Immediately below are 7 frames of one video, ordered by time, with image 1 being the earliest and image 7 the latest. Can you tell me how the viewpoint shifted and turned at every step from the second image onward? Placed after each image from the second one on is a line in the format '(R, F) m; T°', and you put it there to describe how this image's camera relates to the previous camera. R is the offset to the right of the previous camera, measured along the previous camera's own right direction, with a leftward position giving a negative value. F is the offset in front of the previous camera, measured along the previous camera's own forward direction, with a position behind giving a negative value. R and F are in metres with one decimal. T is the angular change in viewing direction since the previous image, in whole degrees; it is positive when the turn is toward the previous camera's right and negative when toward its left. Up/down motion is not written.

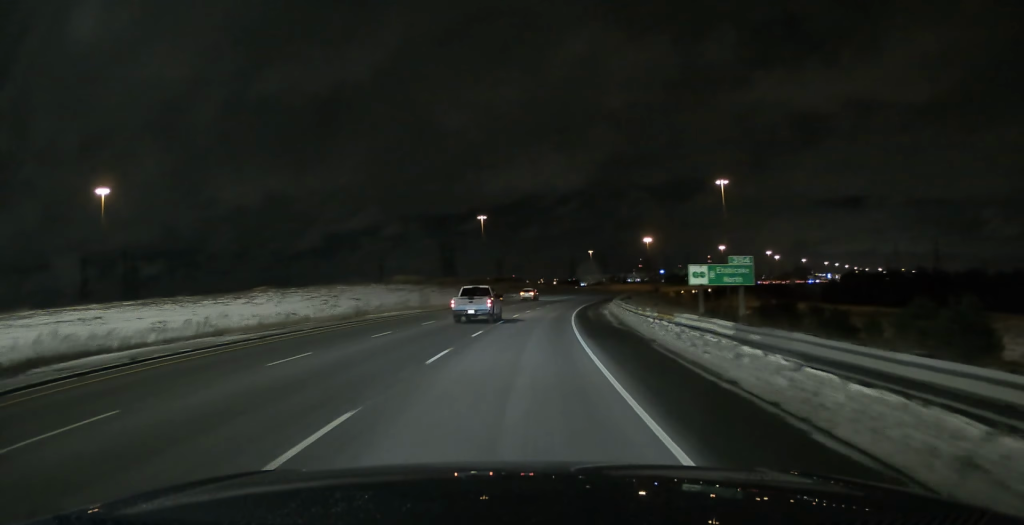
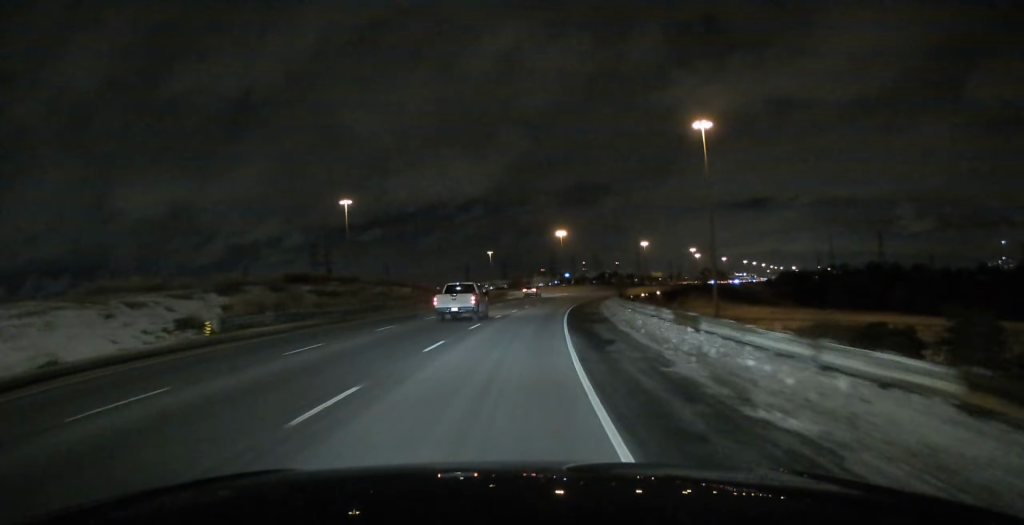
(+6.6, +78.2) m; +9°
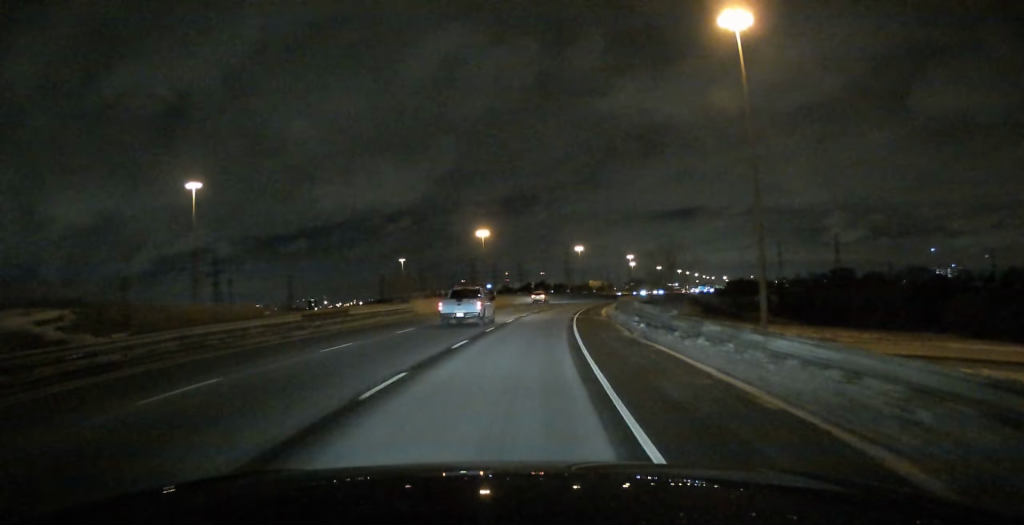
(+5.1, +61.2) m; +7°
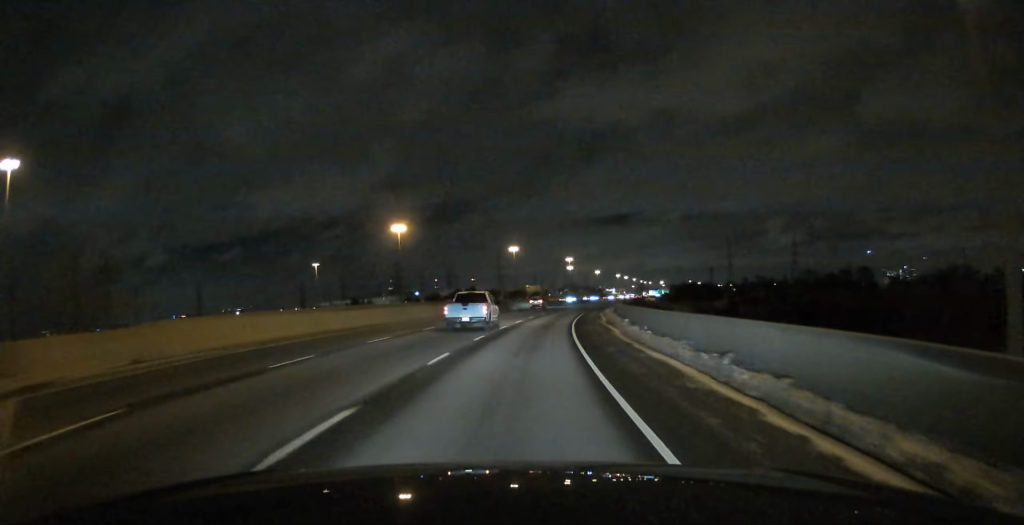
(+2.3, +48.4) m; +5°
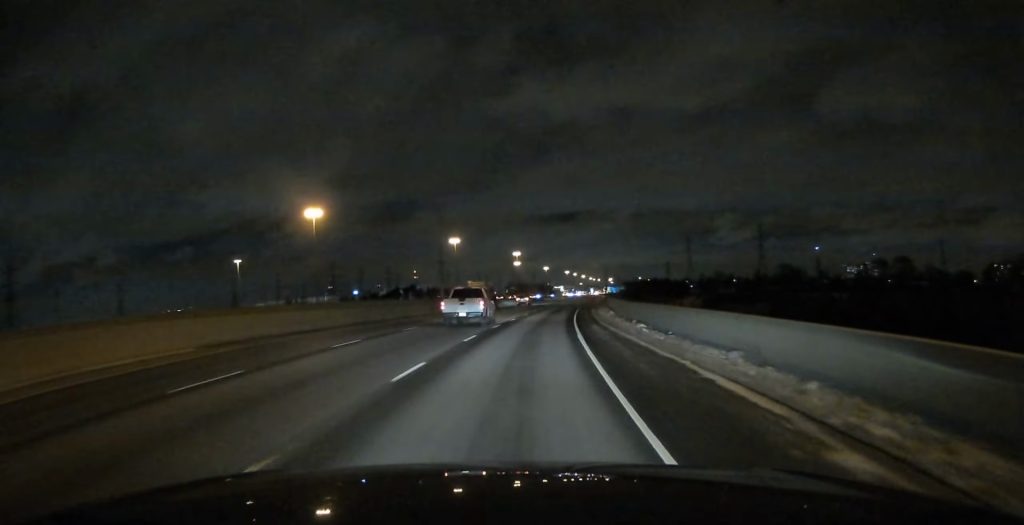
(+2.1, +40.0) m; +4°
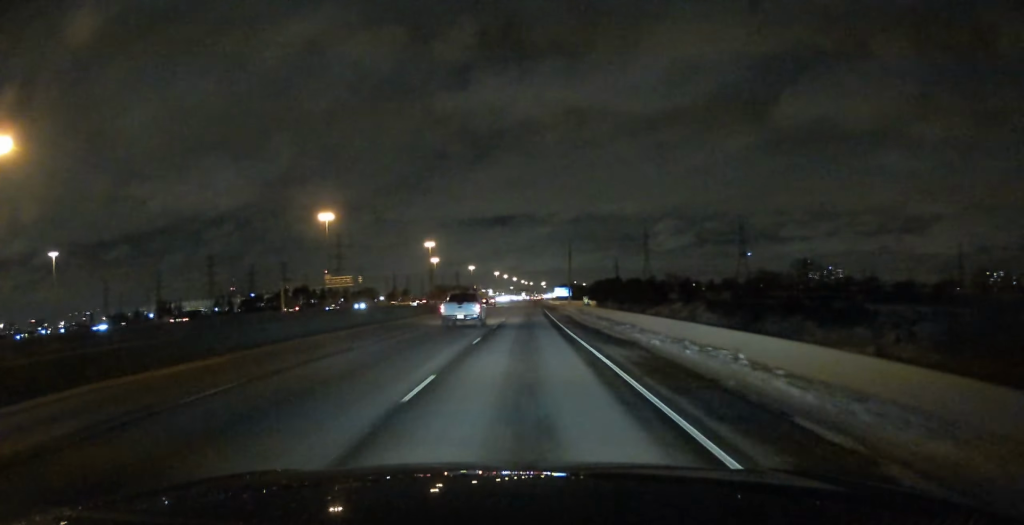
(+8.3, +107.3) m; +7°
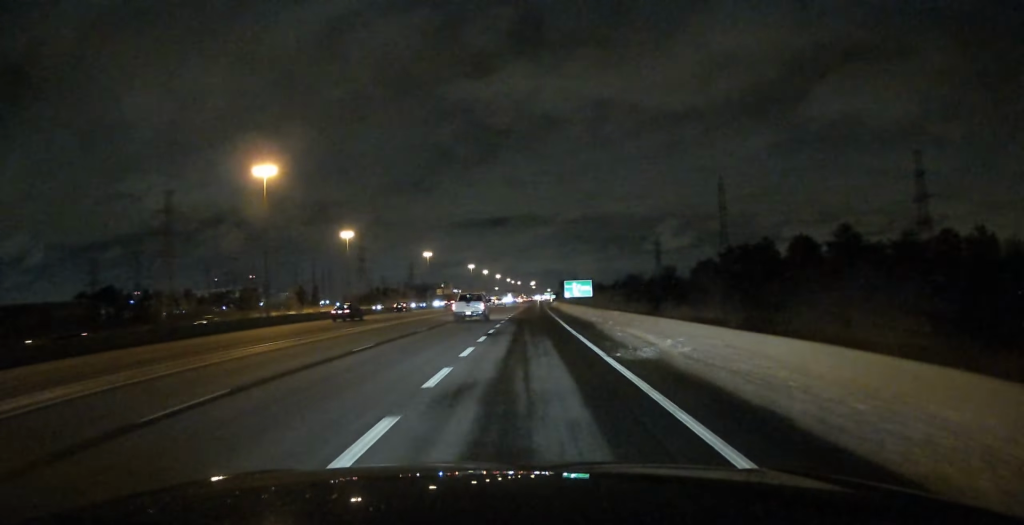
(+3.3, +204.1) m; +1°
